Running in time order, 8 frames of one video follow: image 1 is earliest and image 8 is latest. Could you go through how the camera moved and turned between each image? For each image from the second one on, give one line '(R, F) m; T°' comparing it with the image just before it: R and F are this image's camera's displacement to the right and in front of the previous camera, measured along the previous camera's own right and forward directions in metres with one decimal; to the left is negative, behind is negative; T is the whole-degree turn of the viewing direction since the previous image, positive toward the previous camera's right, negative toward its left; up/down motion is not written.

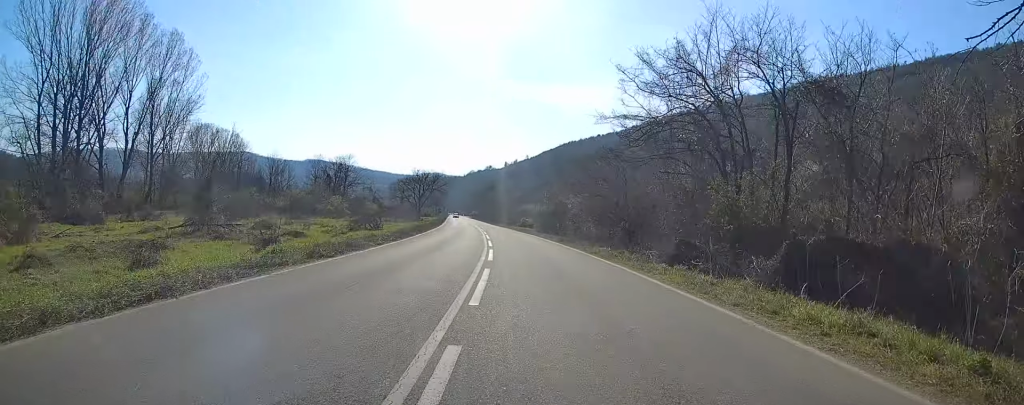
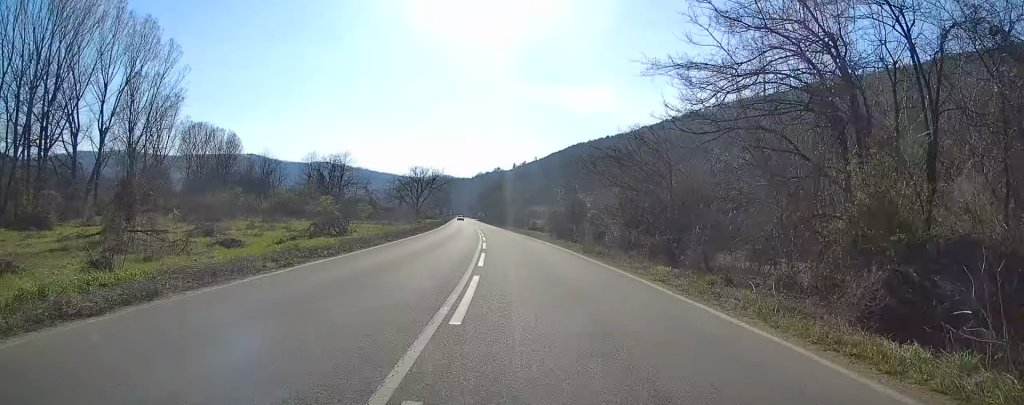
(-0.1, +10.2) m; -1°
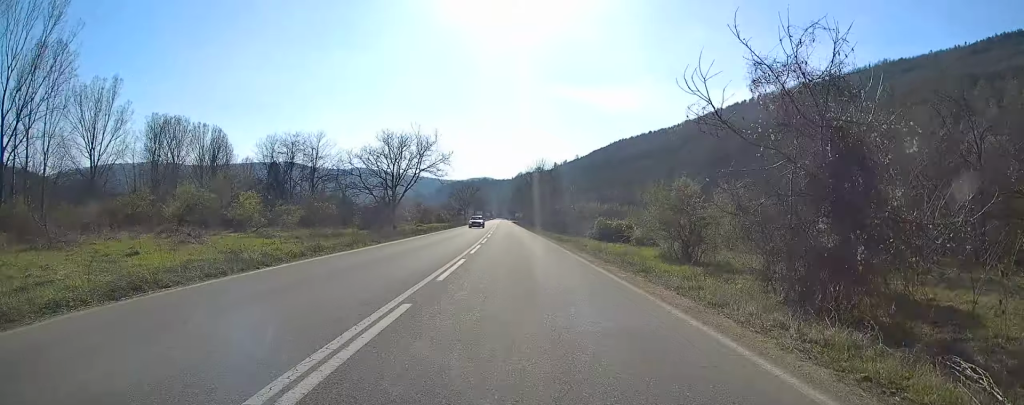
(-1.3, +40.5) m; -4°
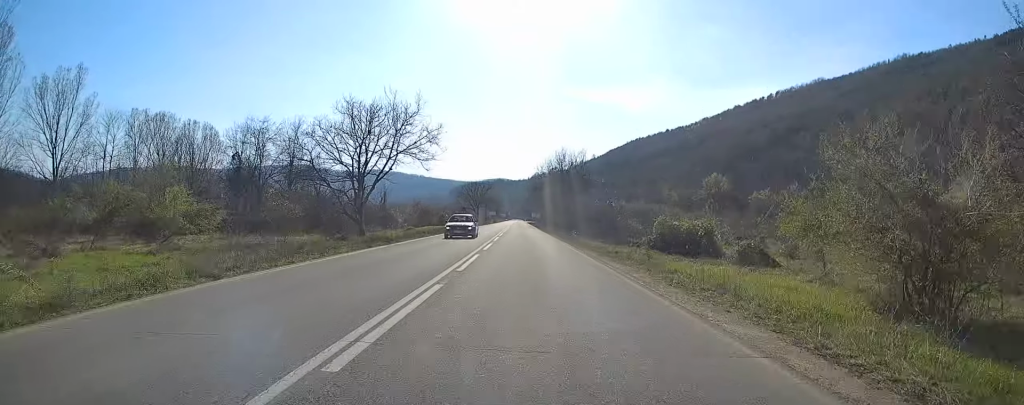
(-0.2, +15.9) m; -1°
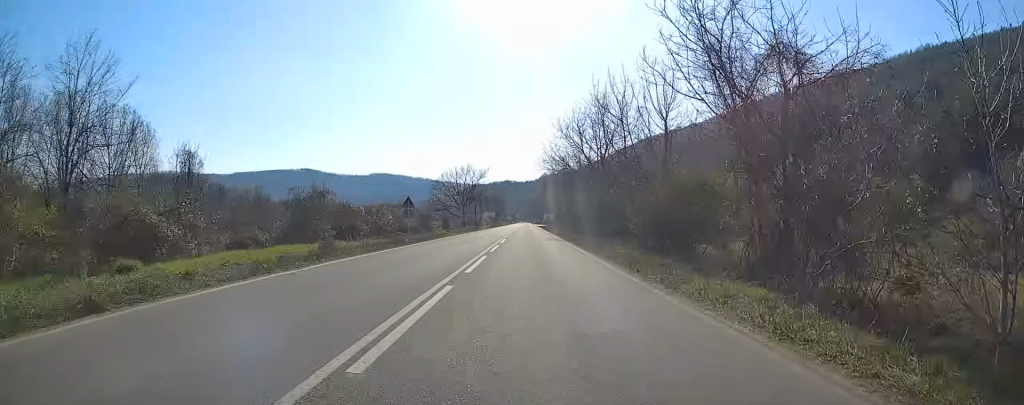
(-1.3, +44.6) m; -2°
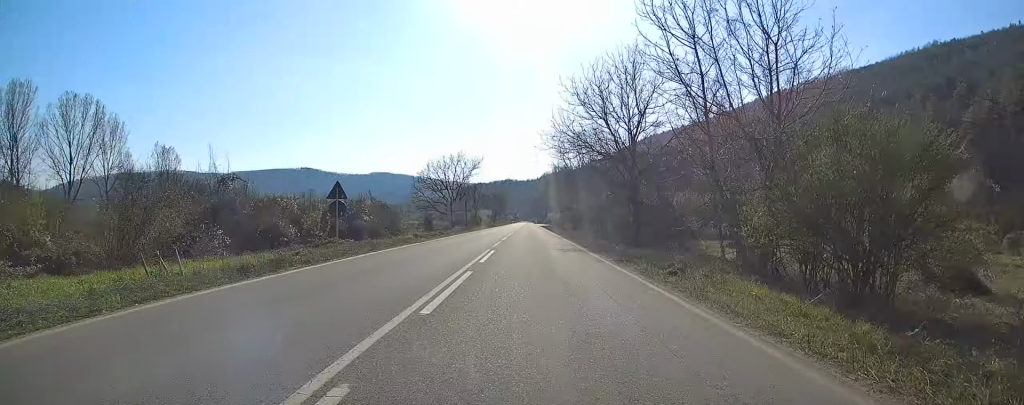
(0.0, +15.2) m; 0°
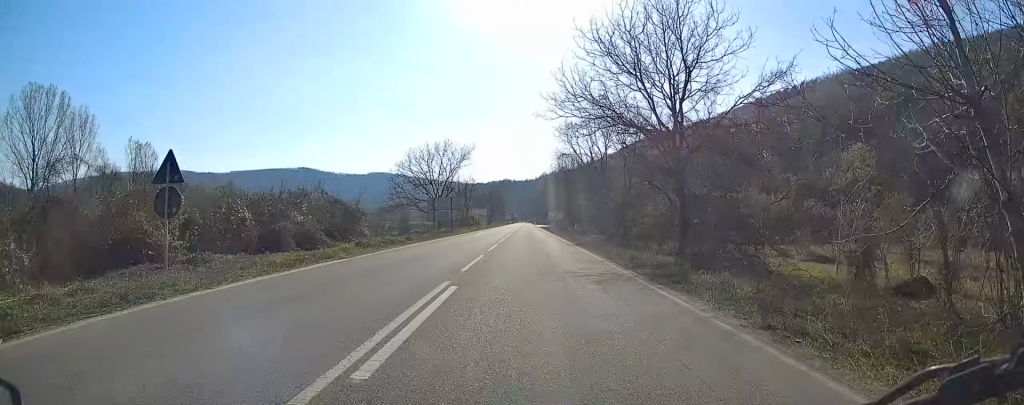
(0.0, +12.0) m; 0°
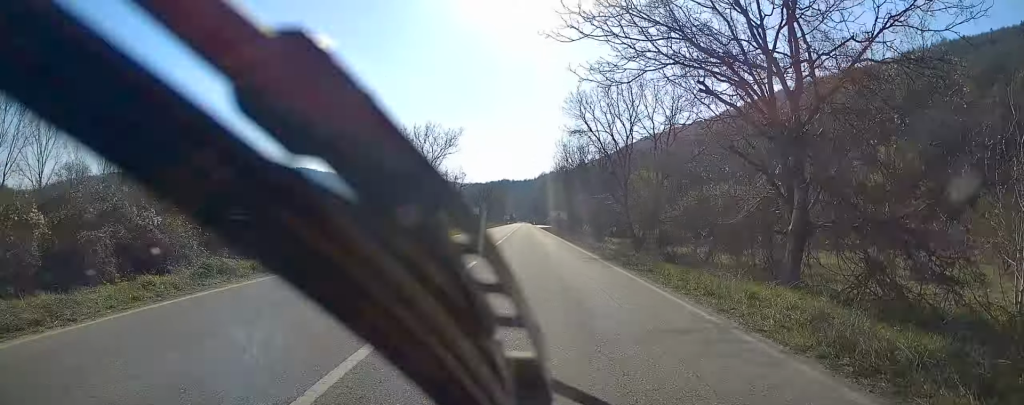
(+0.1, +12.0) m; 0°
